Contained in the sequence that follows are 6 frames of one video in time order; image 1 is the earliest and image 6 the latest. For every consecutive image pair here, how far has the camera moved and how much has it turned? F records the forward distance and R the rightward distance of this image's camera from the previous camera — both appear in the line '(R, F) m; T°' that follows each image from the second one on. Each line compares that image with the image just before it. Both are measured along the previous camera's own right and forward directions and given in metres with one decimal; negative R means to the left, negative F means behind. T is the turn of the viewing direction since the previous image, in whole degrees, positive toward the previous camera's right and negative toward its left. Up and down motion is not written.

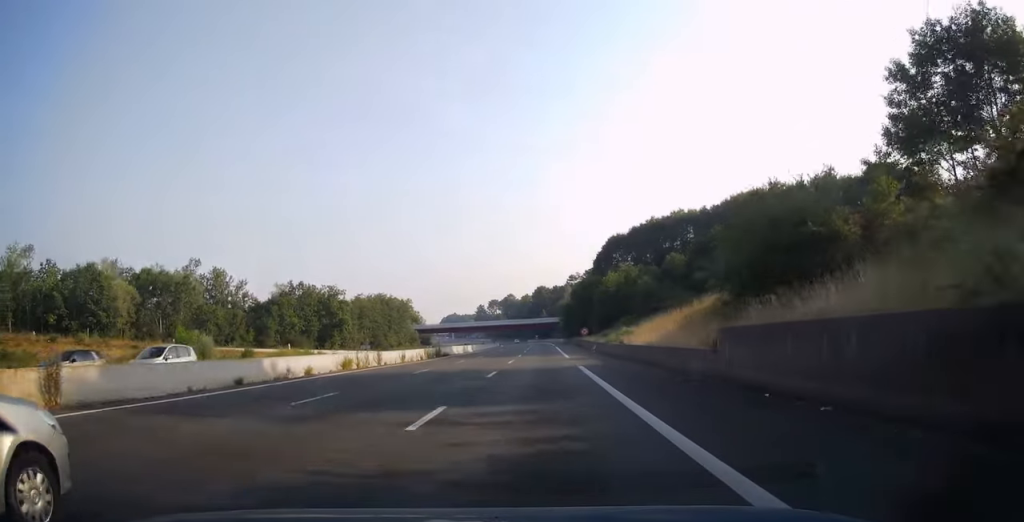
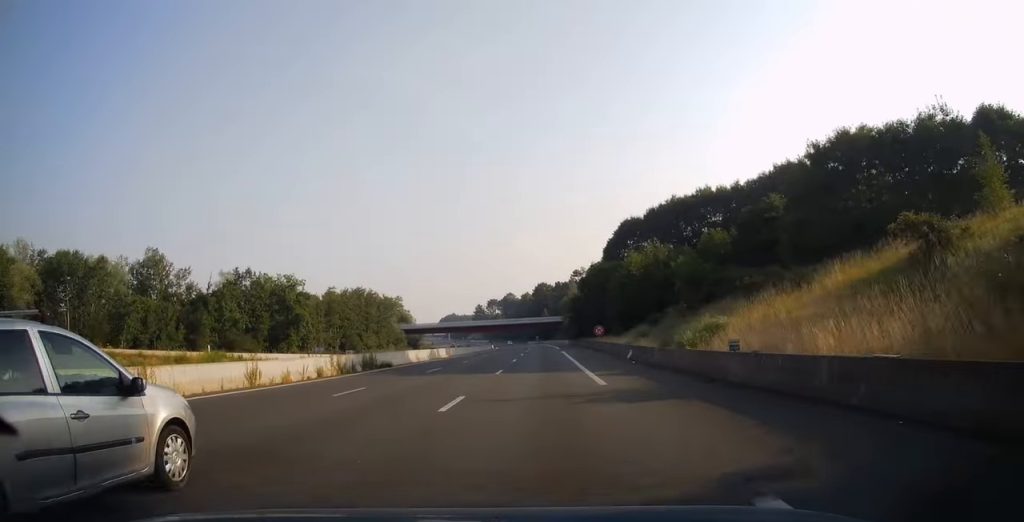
(0.0, +23.5) m; 0°
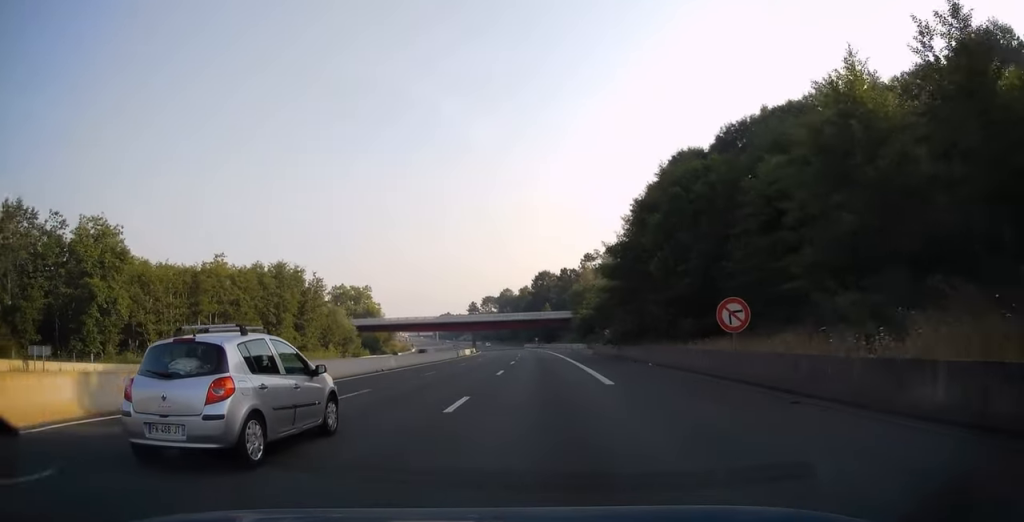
(-0.2, +52.6) m; -1°
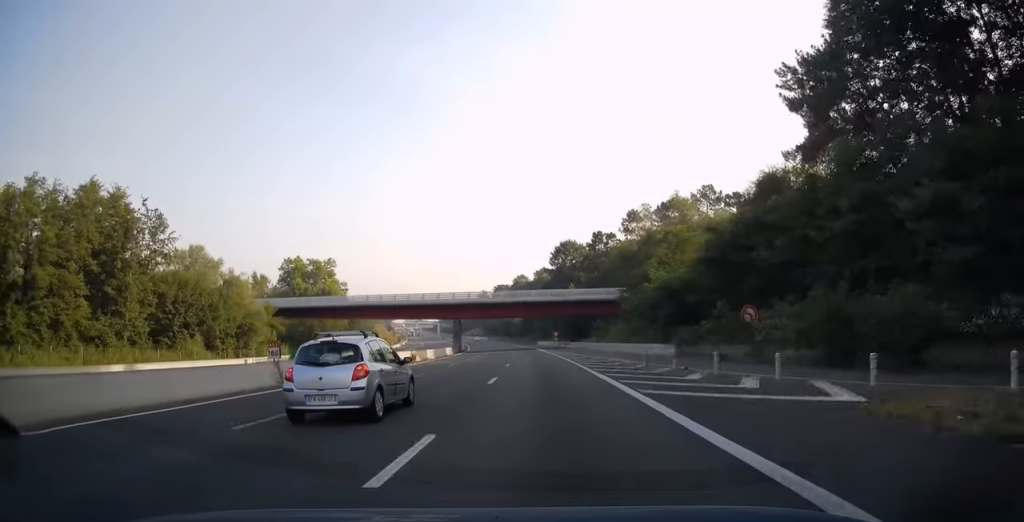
(-0.8, +58.4) m; -2°
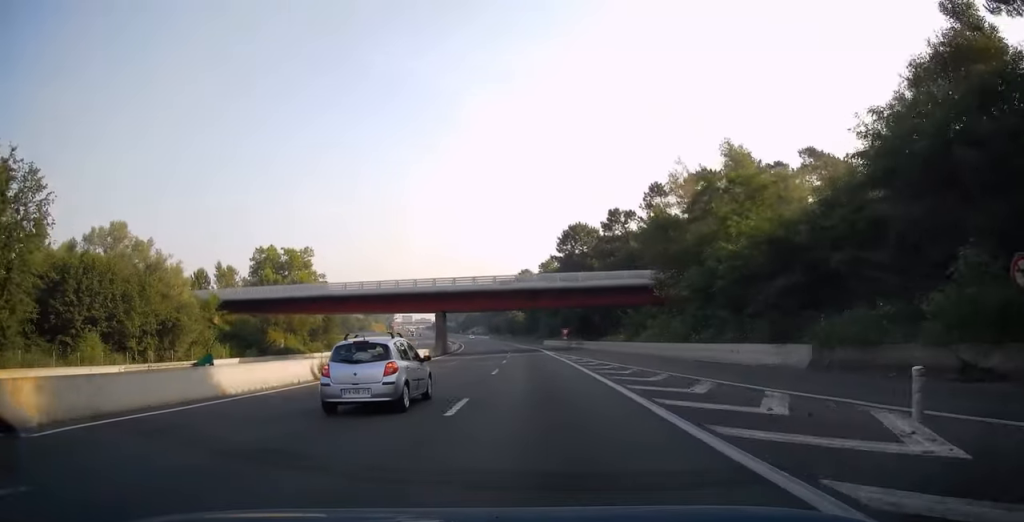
(-0.1, +21.1) m; -1°
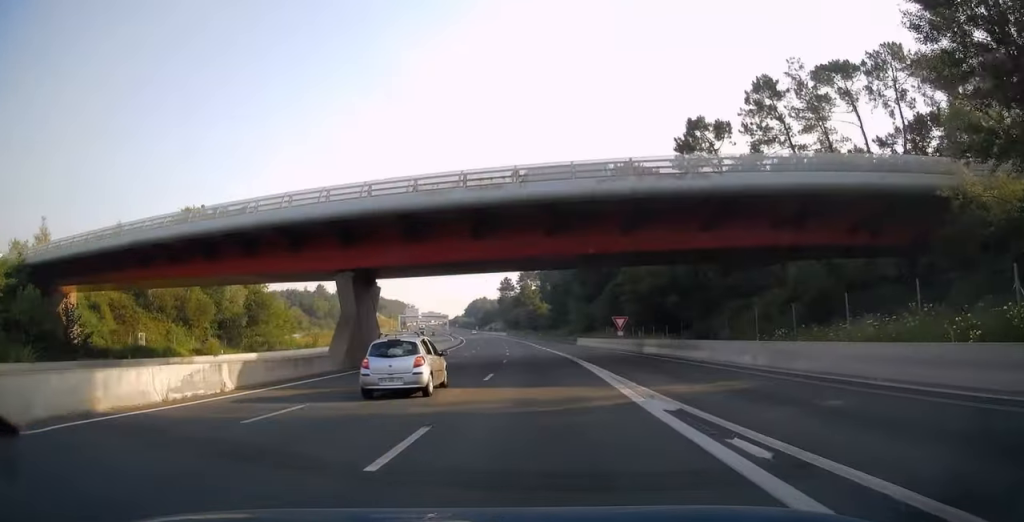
(-0.8, +44.1) m; -2°
